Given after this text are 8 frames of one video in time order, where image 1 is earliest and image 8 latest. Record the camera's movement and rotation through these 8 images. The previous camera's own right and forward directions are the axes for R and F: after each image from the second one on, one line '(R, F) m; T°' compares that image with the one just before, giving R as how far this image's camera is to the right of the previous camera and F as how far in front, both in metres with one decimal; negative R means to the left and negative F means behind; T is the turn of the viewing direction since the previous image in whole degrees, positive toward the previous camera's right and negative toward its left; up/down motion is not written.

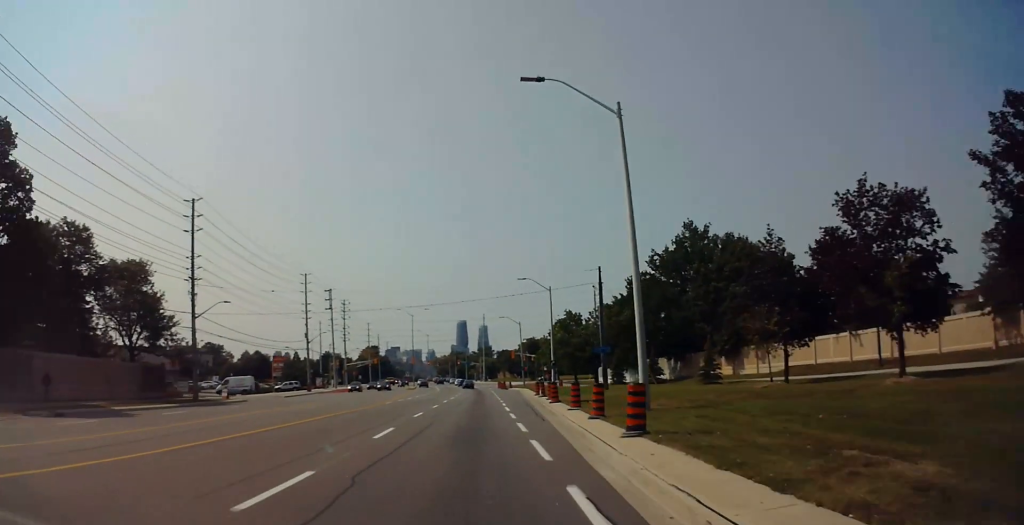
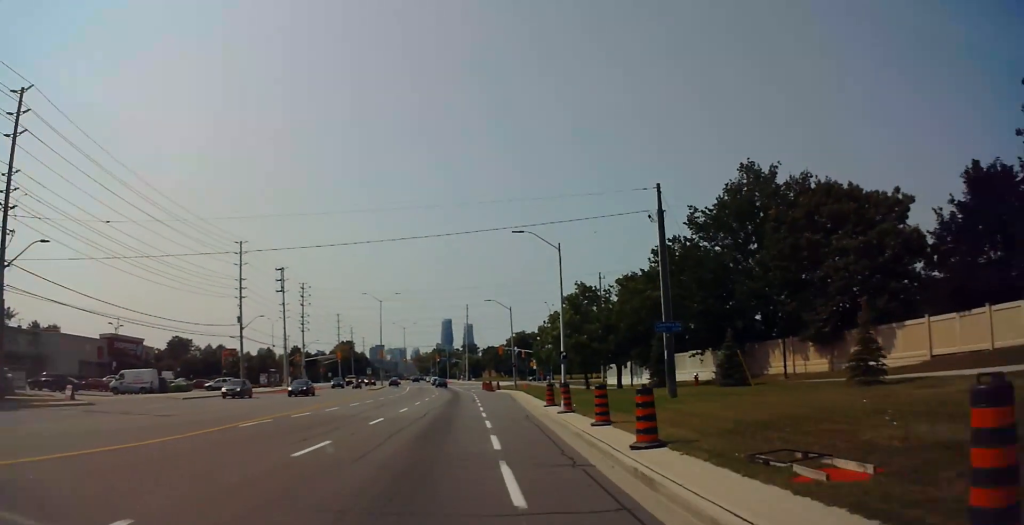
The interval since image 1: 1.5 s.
(0.0, +22.1) m; -1°
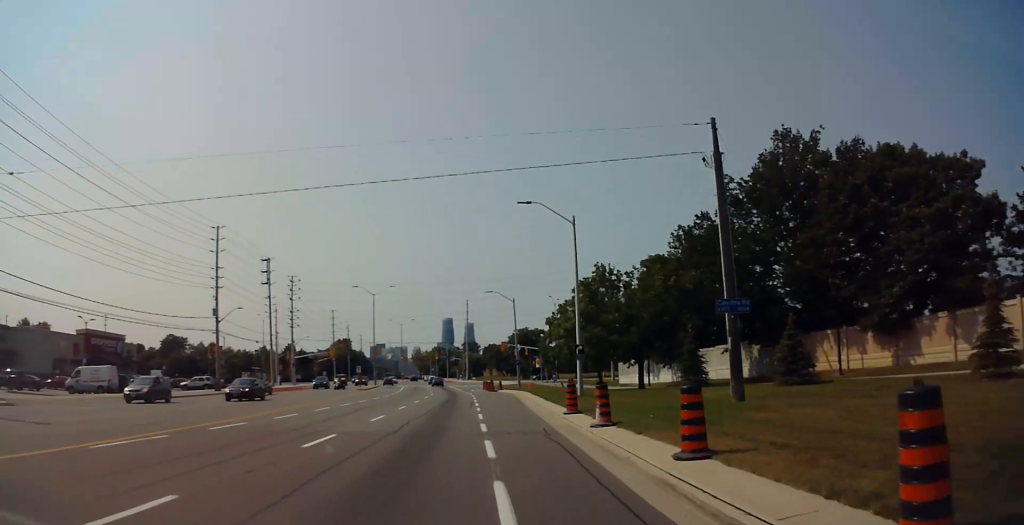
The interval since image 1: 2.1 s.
(-0.1, +7.8) m; 0°
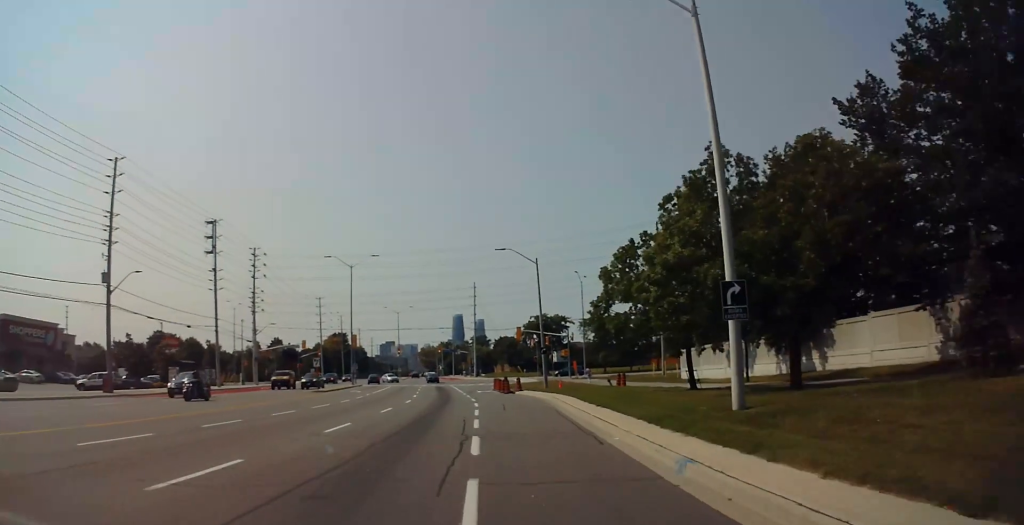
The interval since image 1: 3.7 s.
(+0.3, +24.3) m; +3°
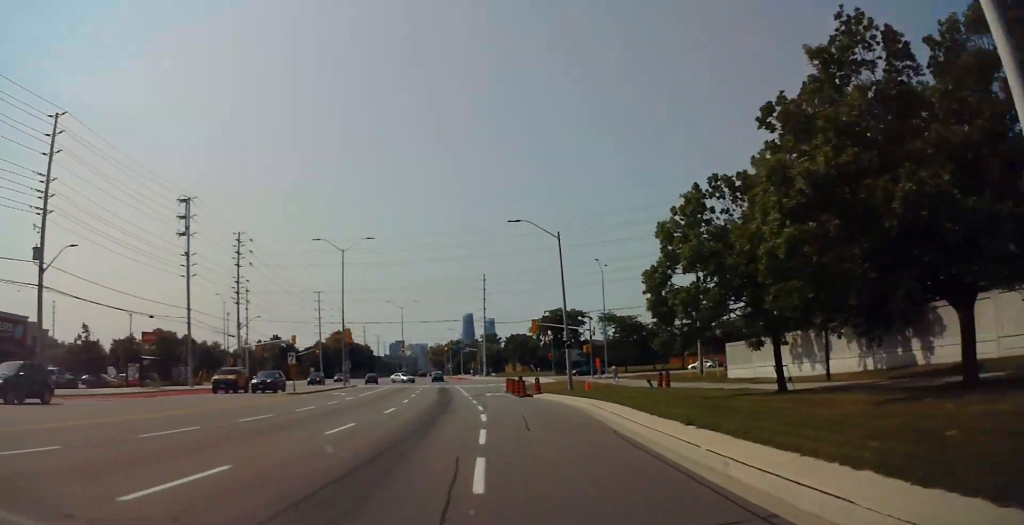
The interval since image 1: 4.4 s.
(+0.1, +10.1) m; +2°
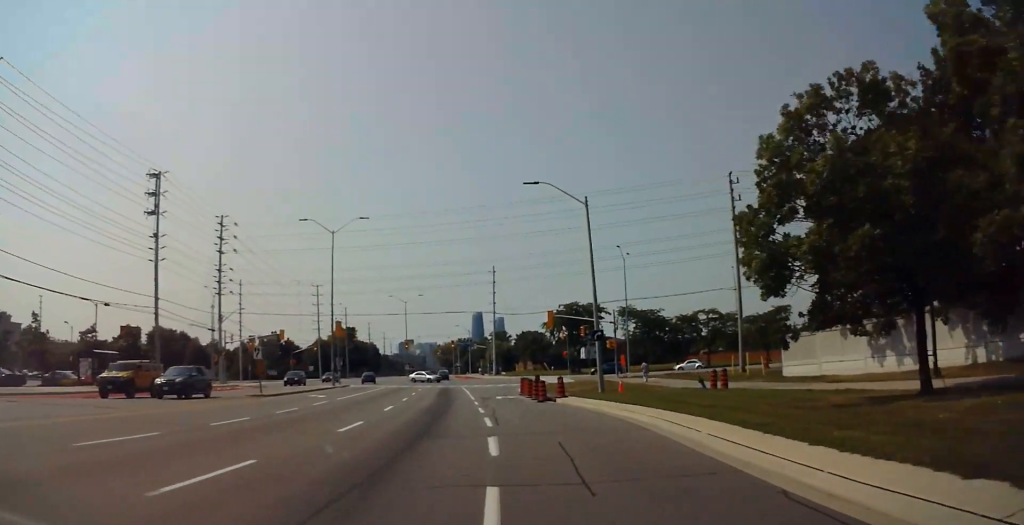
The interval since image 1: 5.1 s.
(+0.2, +9.0) m; 0°
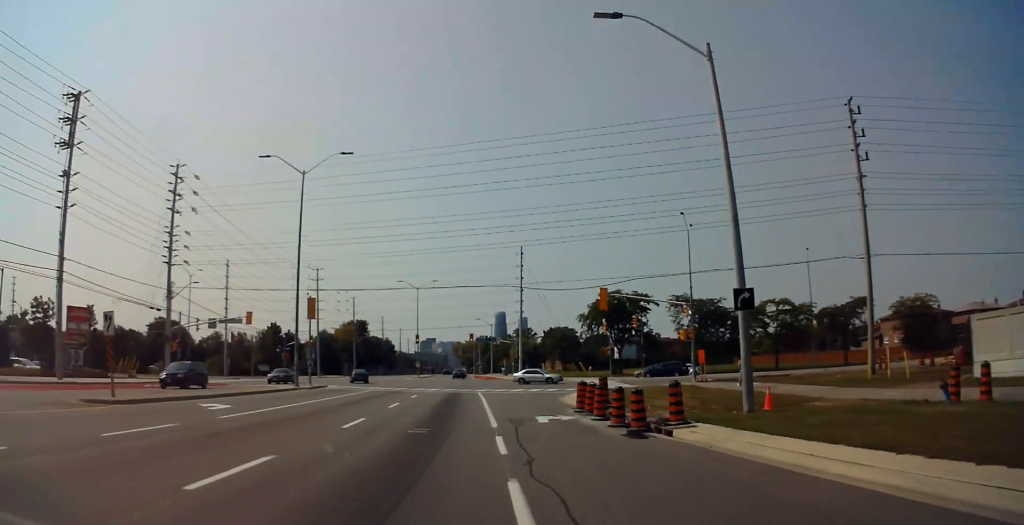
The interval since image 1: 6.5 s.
(-0.4, +19.0) m; -2°
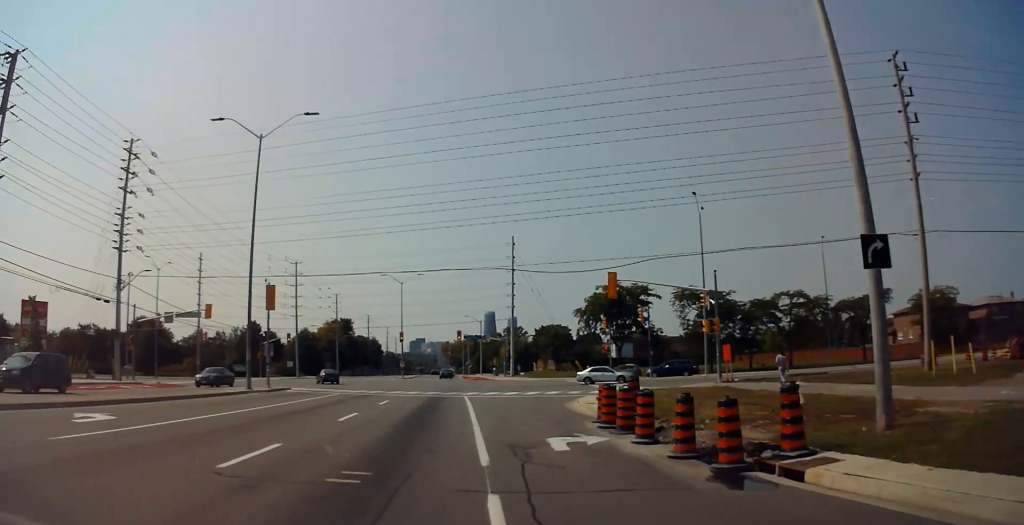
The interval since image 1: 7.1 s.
(+0.1, +7.8) m; -1°
